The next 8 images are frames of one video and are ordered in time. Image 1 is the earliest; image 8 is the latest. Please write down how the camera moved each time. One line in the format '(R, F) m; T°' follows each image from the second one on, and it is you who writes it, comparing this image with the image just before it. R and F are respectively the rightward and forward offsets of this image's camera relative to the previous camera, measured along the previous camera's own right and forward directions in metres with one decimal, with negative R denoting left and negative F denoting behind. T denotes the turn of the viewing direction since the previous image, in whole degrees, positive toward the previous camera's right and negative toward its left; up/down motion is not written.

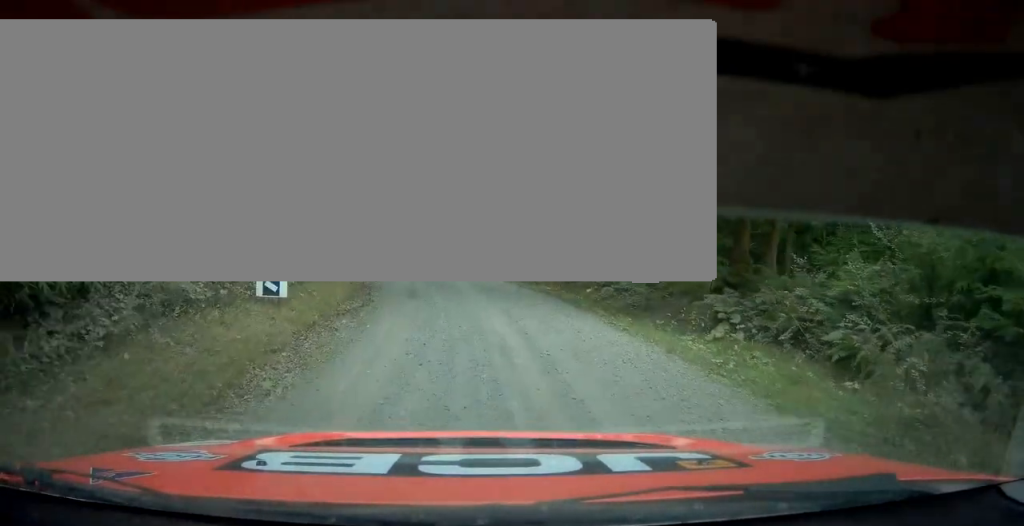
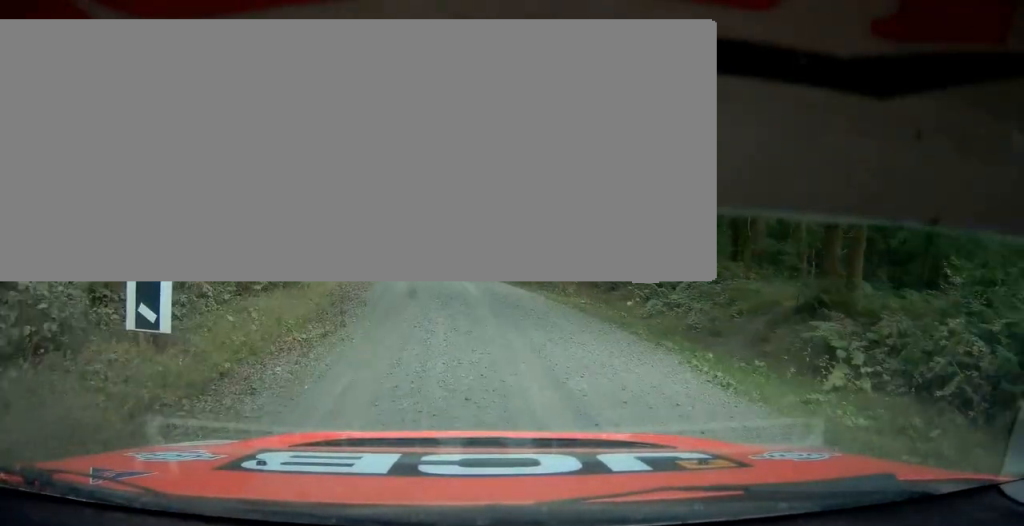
(0.0, +3.2) m; 0°
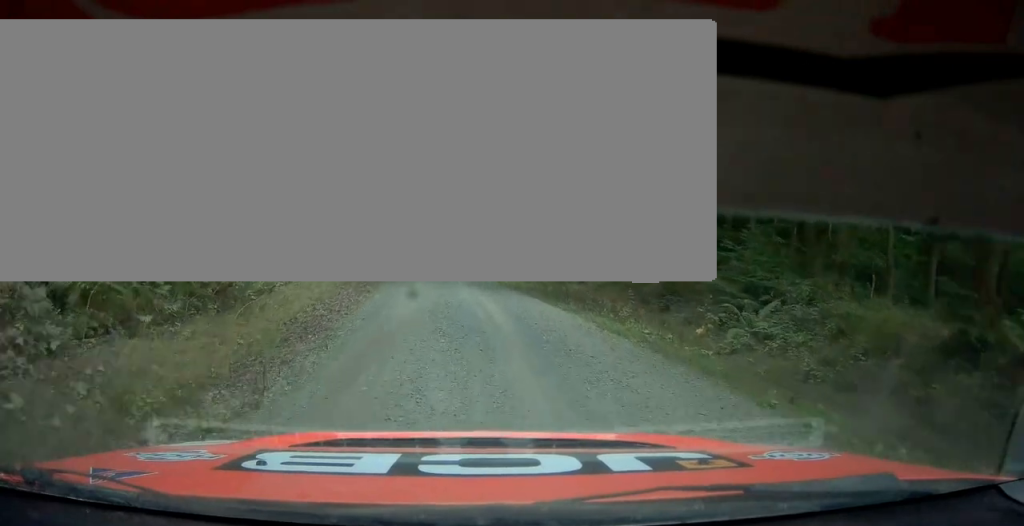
(0.0, +3.6) m; 0°
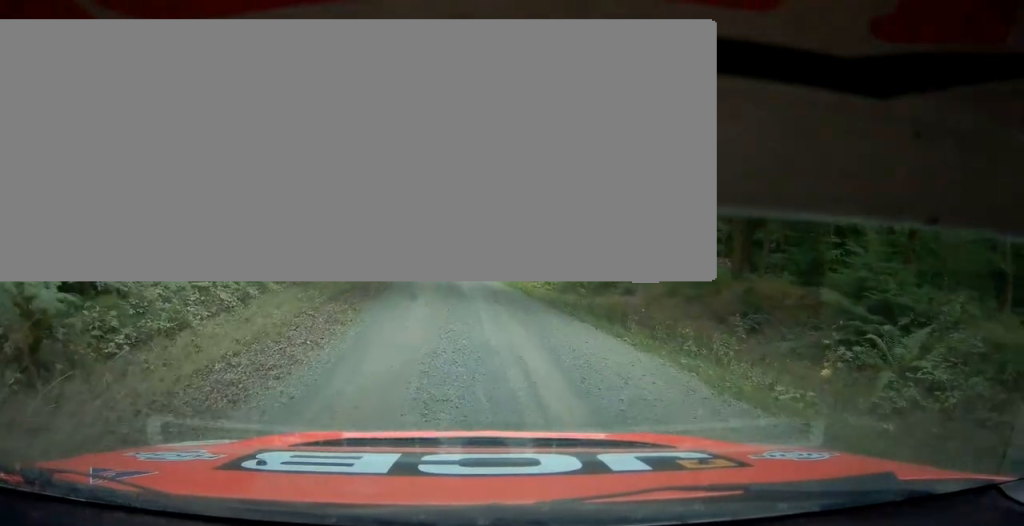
(0.0, +3.7) m; +1°
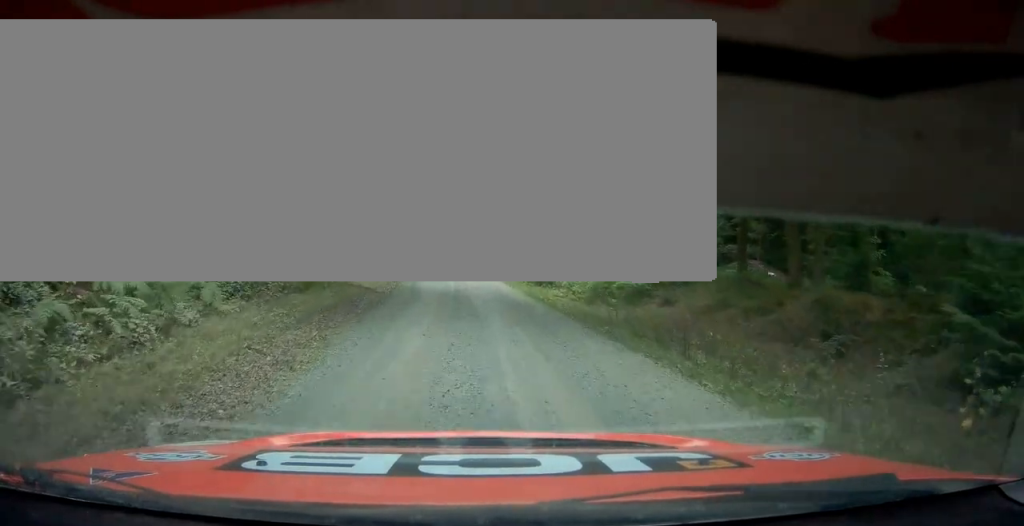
(0.0, +2.5) m; +1°
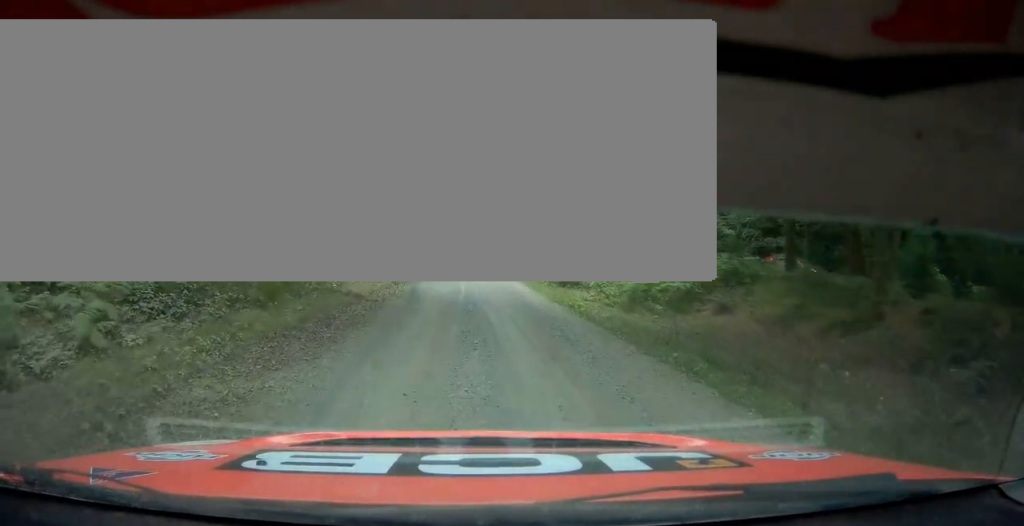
(0.0, +2.8) m; +1°
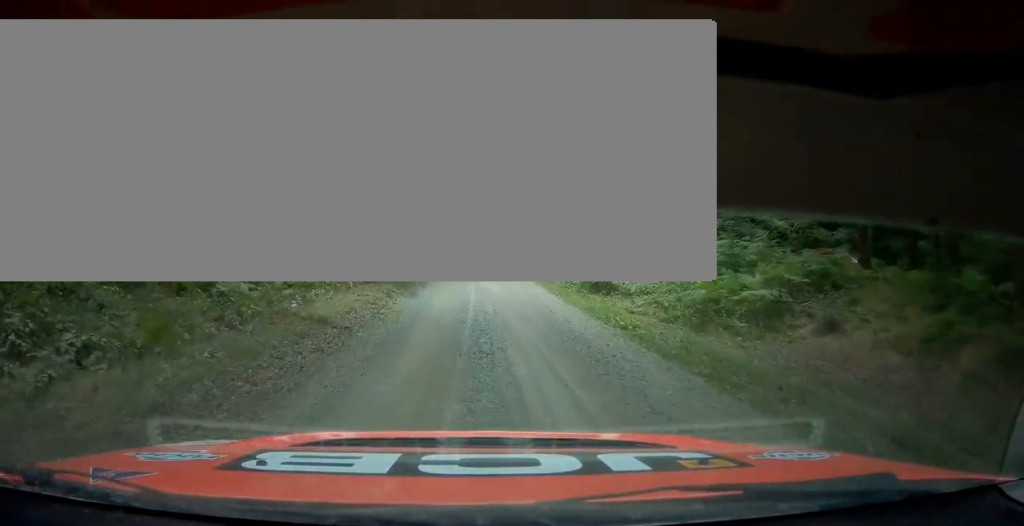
(0.0, +3.7) m; -1°
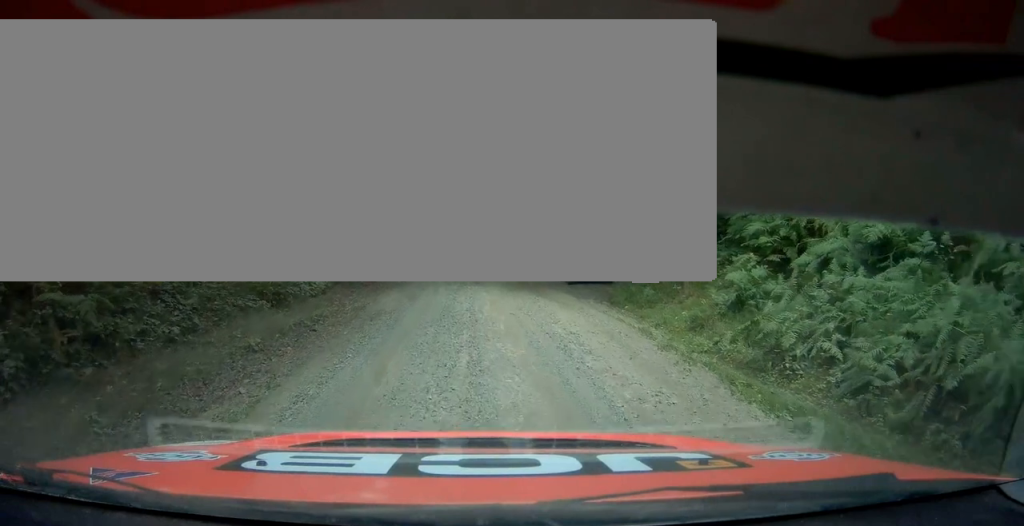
(-1.9, +13.0) m; -13°
